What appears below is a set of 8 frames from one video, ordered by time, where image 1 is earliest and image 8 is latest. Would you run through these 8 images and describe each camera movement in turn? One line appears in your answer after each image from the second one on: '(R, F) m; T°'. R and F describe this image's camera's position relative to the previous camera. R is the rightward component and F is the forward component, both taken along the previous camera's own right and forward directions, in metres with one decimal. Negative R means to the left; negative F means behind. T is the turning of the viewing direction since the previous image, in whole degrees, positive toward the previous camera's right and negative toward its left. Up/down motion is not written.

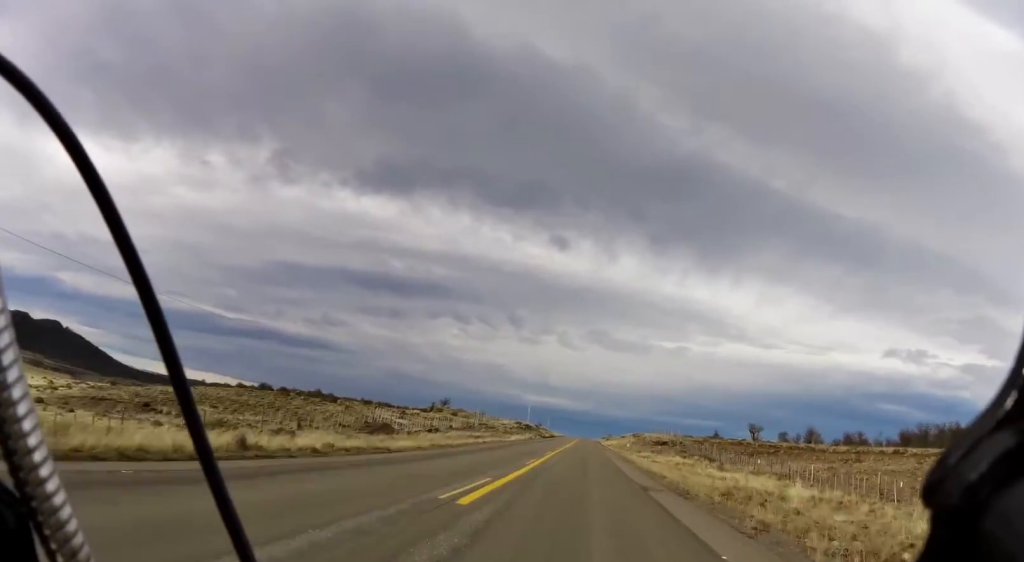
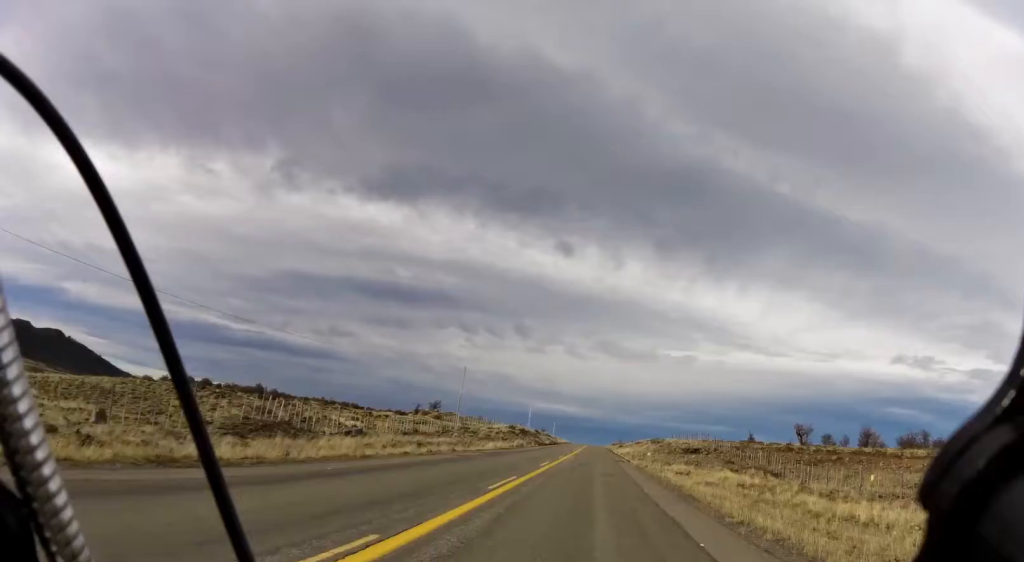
(0.0, +18.3) m; +1°
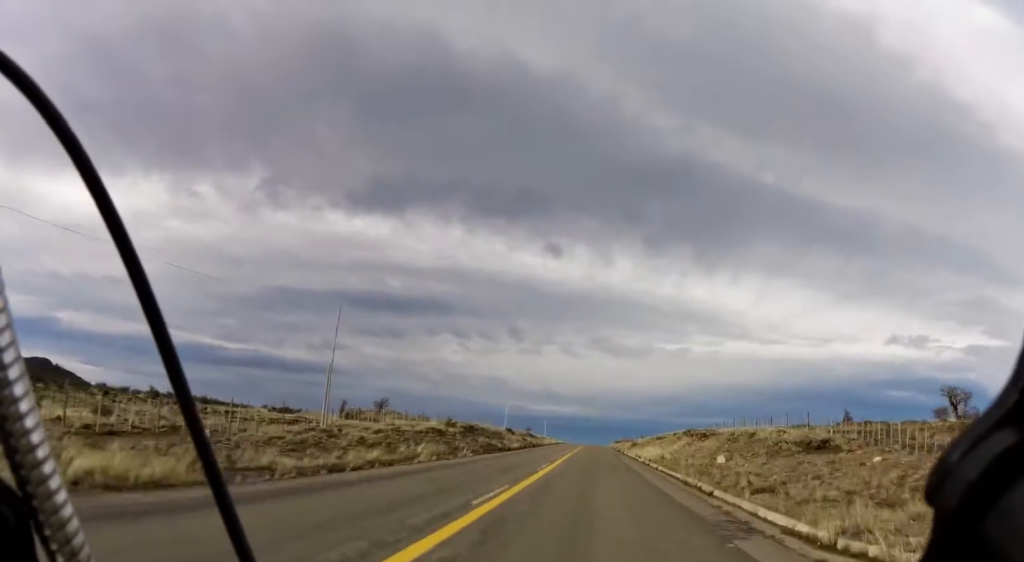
(+0.8, +36.2) m; +1°
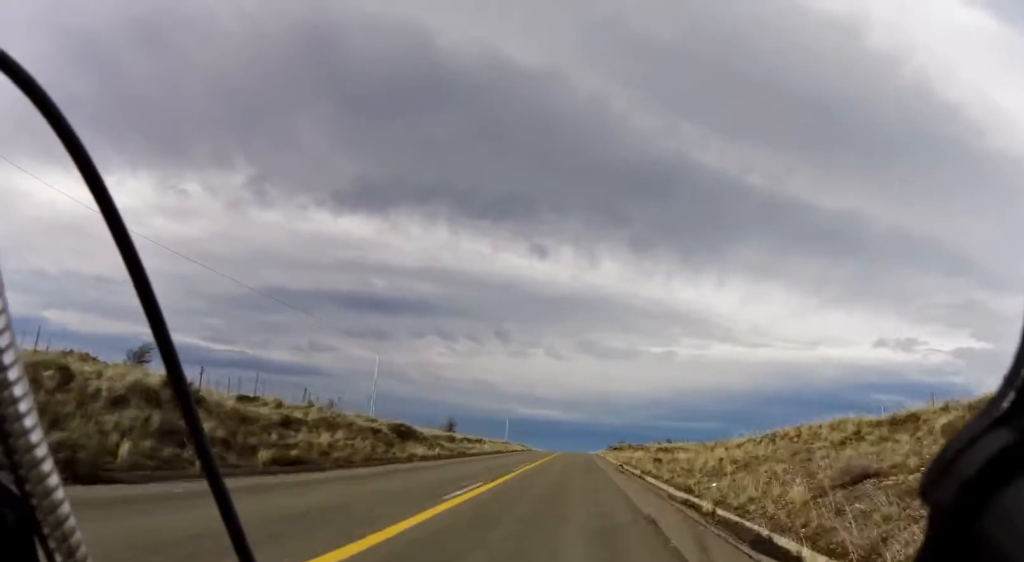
(-1.1, +64.9) m; -1°
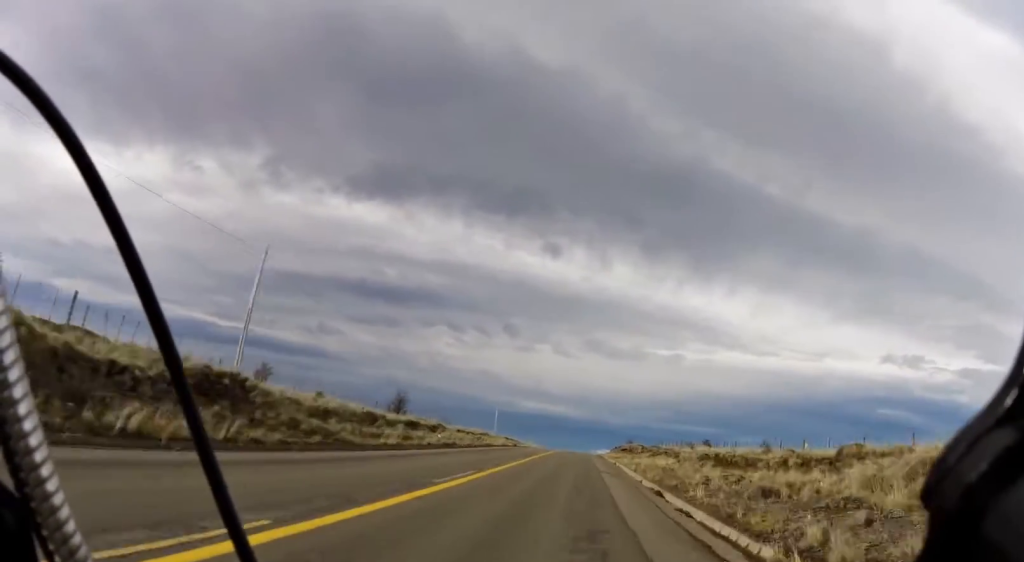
(+0.3, +21.8) m; 0°
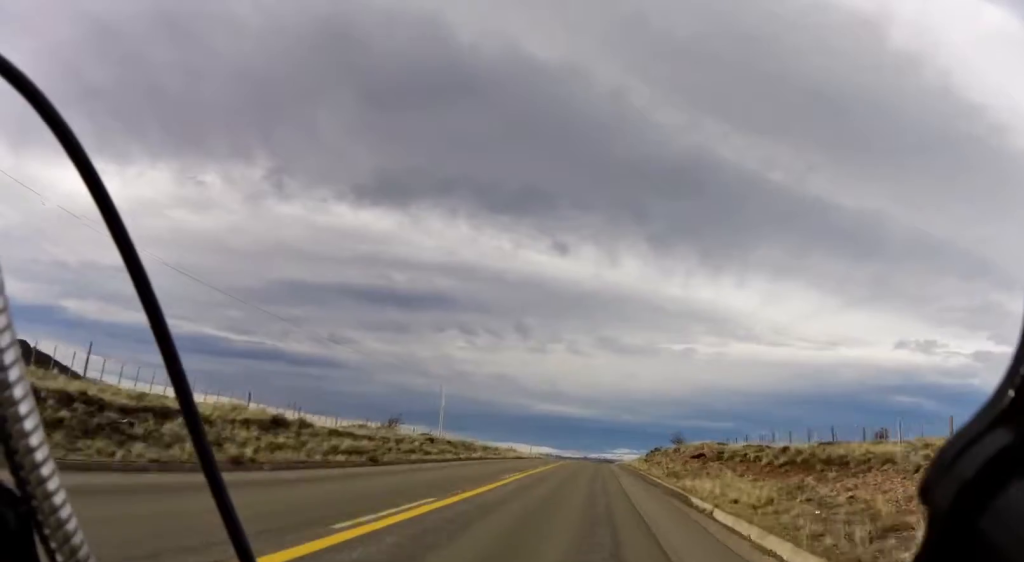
(+0.9, +53.9) m; +2°
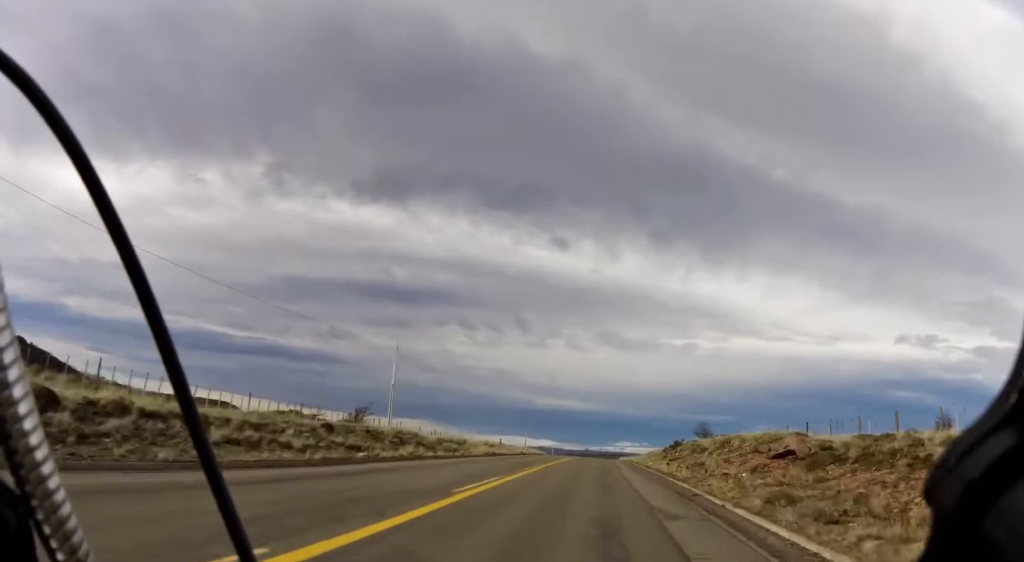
(-0.2, +17.9) m; 0°
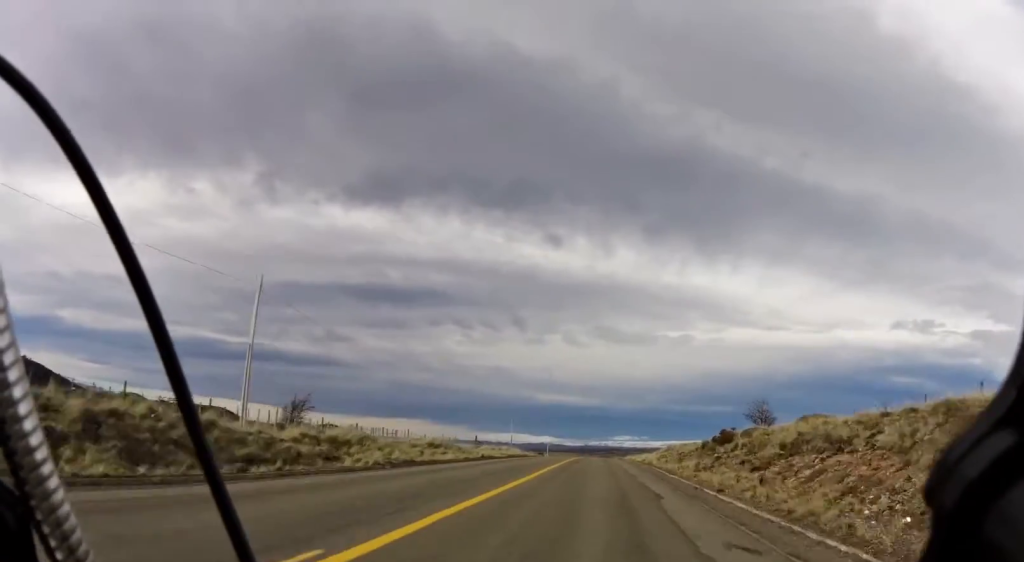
(-0.6, +22.5) m; -1°
